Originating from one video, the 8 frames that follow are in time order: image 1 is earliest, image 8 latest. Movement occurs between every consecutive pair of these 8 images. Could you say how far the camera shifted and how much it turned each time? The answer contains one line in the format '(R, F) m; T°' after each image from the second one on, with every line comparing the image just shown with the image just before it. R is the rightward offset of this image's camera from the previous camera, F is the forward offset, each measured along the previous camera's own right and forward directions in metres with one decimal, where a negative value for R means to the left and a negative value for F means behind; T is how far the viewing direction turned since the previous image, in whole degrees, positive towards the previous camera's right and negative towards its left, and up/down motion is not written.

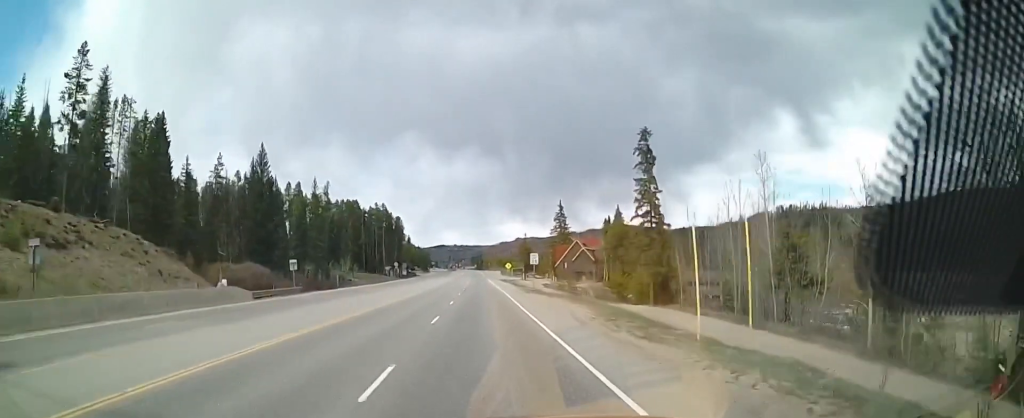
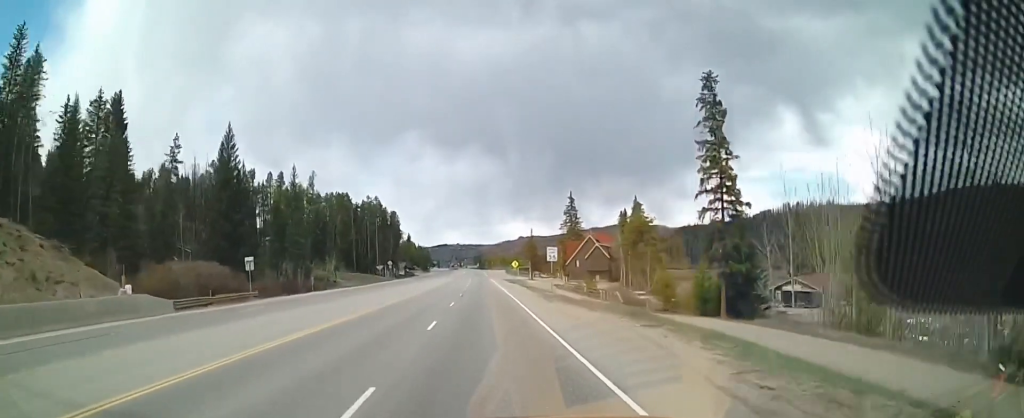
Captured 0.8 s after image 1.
(+0.2, +14.4) m; 0°
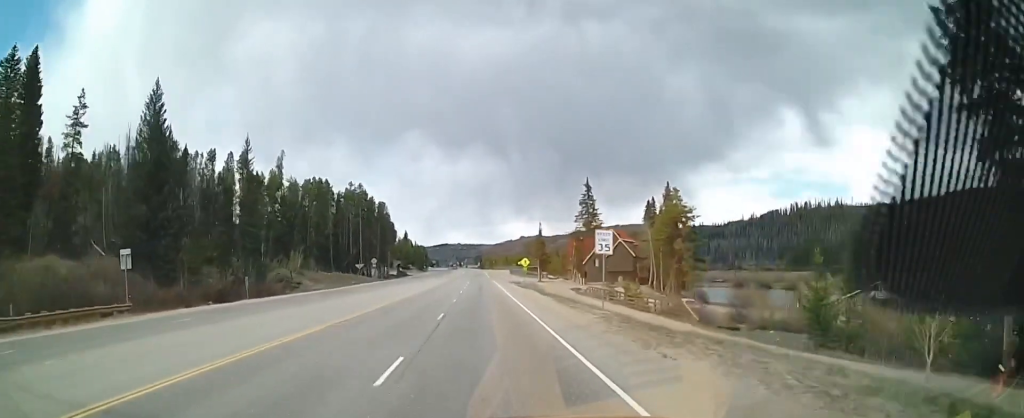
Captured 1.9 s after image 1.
(-0.2, +21.2) m; 0°
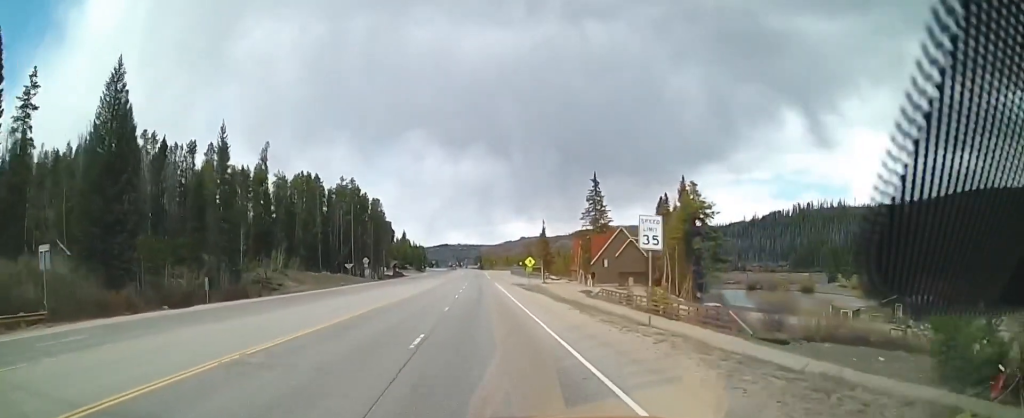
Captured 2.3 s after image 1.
(0.0, +8.1) m; 0°
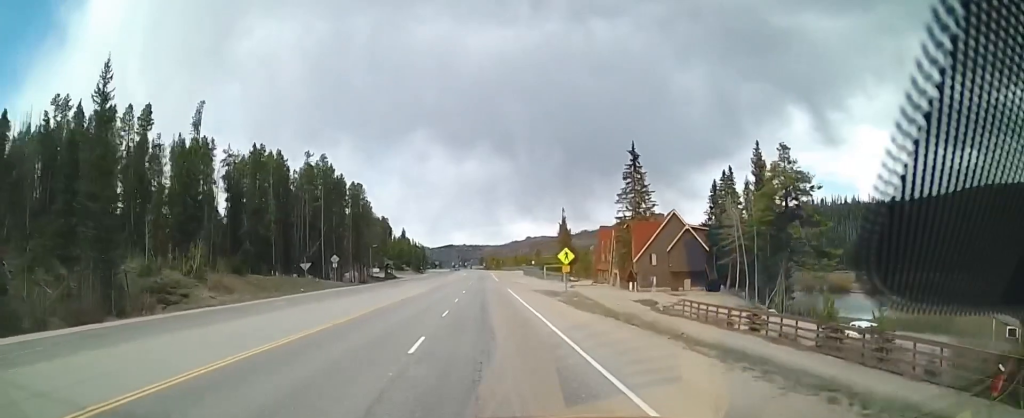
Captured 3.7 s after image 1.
(+0.1, +26.3) m; -1°
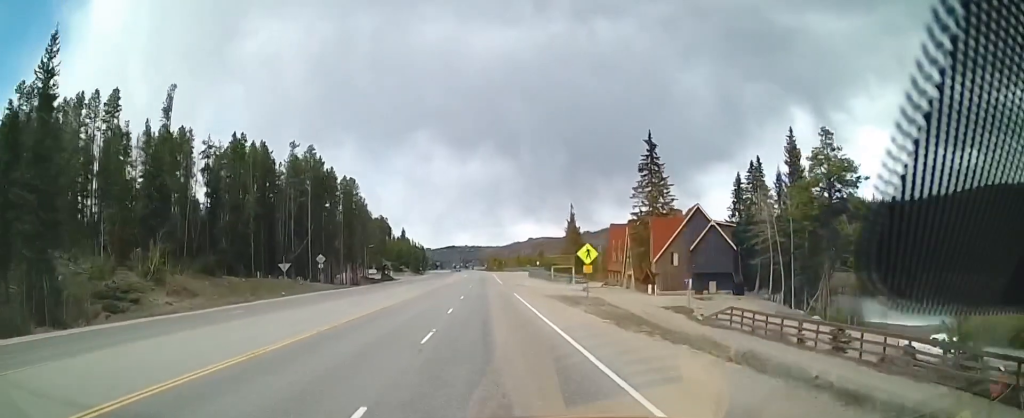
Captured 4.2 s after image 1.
(0.0, +8.1) m; -1°
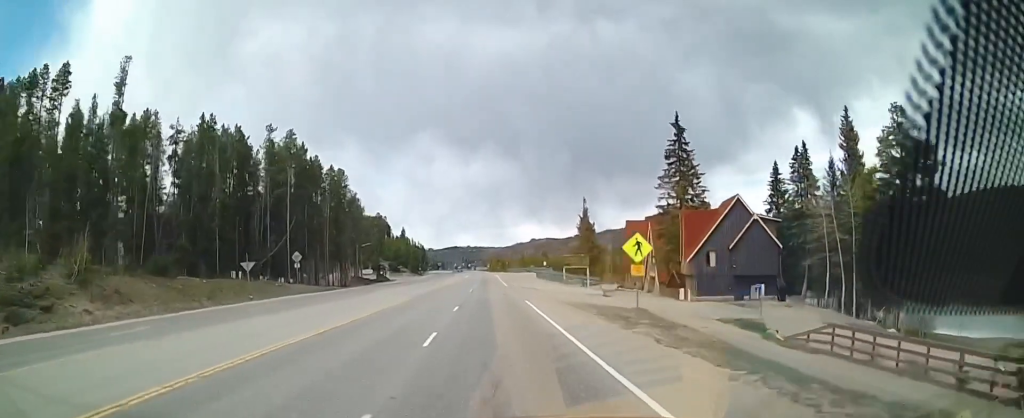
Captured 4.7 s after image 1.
(-0.2, +10.8) m; 0°
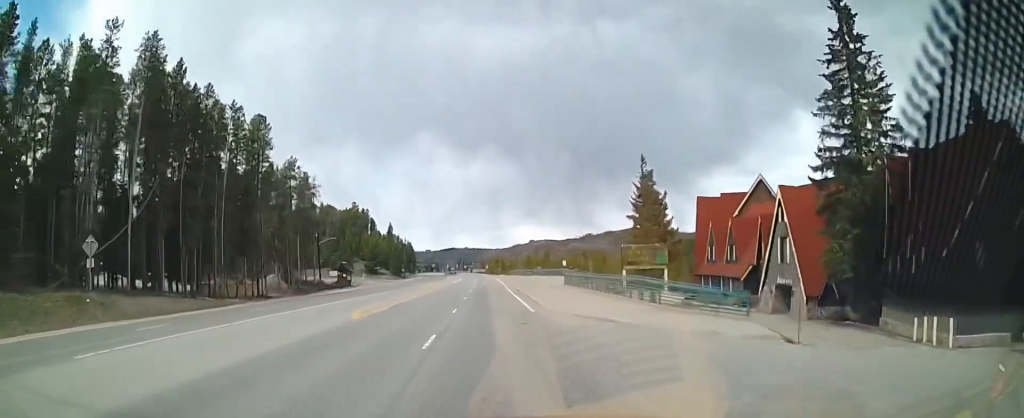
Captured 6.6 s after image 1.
(+0.5, +36.5) m; +1°
